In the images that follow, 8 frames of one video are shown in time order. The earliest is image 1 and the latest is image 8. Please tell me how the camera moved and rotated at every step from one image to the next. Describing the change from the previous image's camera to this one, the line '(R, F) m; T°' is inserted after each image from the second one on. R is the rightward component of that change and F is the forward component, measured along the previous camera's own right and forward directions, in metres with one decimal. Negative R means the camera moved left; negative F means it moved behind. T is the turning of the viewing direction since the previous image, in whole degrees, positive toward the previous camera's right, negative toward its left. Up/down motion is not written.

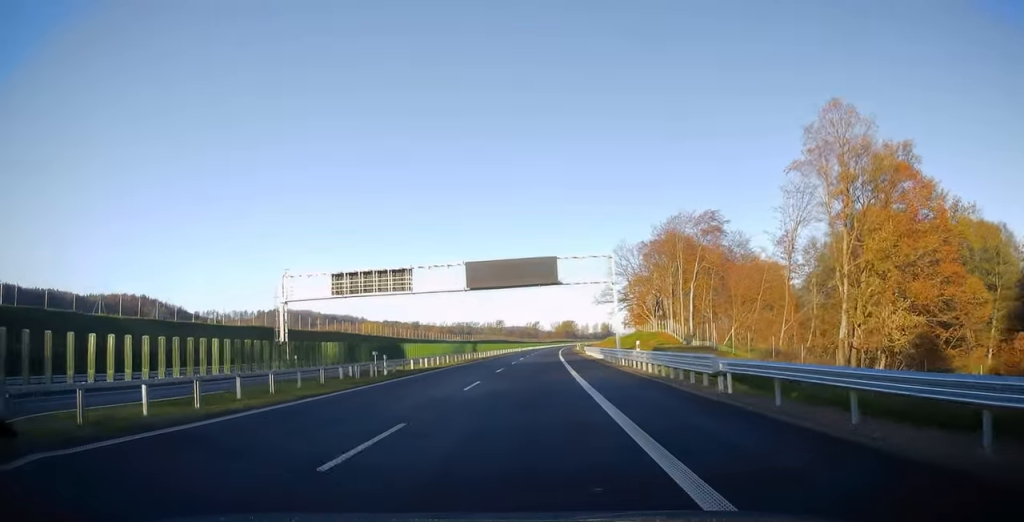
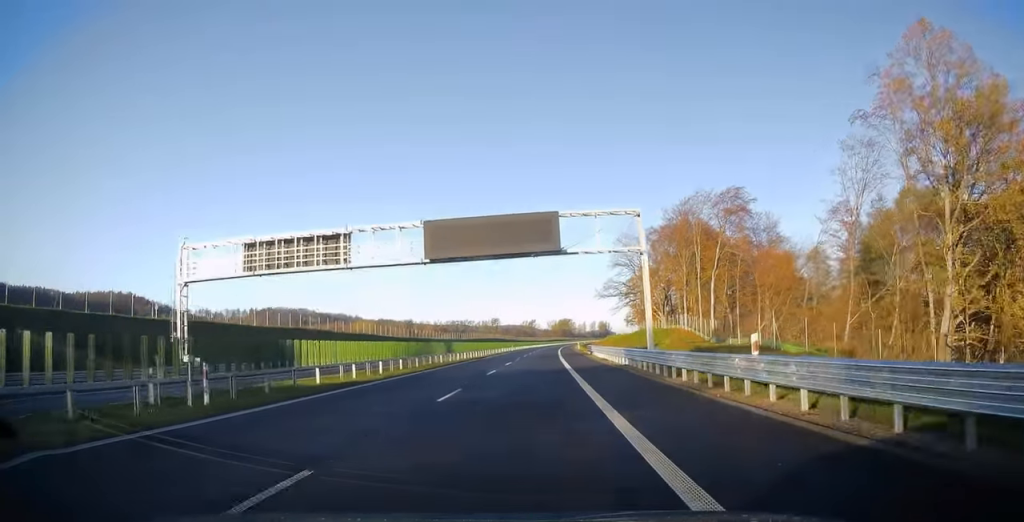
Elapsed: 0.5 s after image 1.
(0.0, +16.0) m; 0°
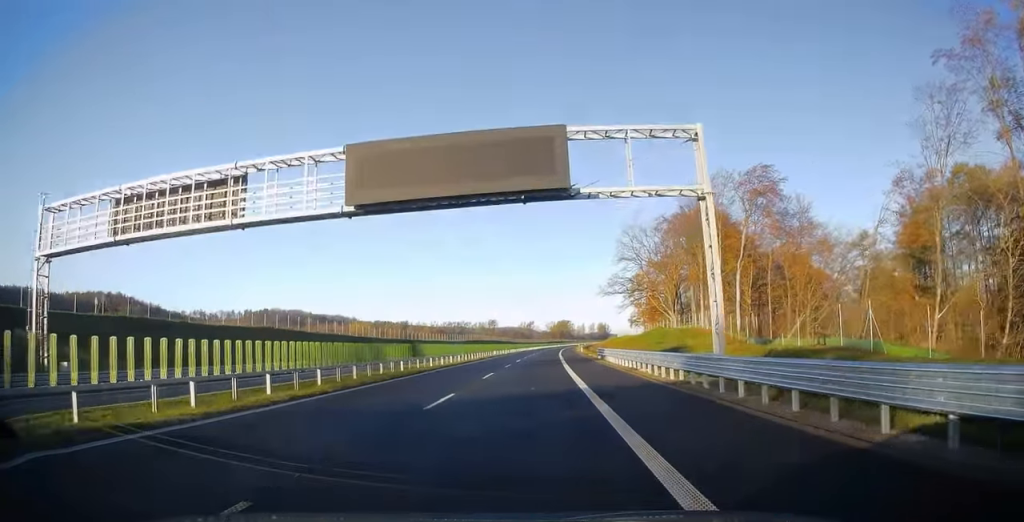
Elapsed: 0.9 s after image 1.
(0.0, +13.4) m; 0°
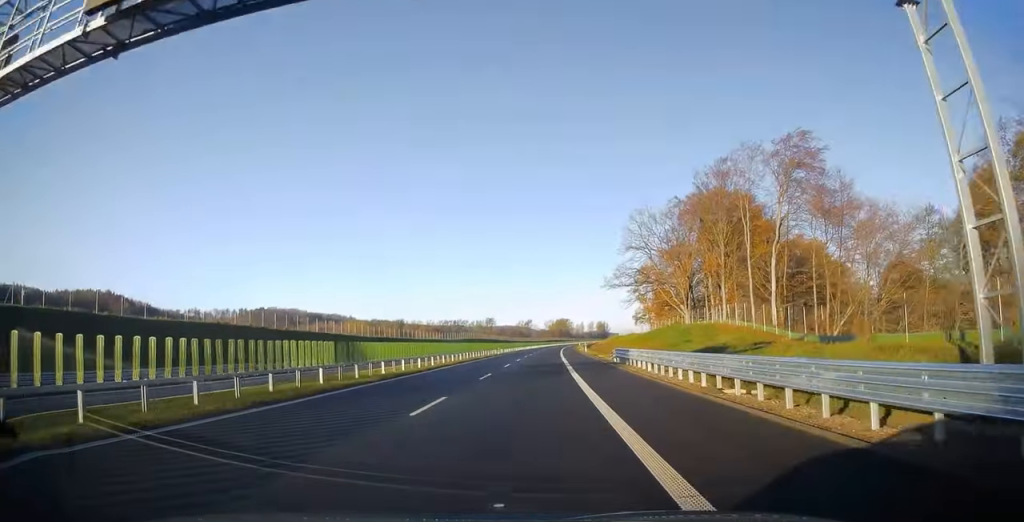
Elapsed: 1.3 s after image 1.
(-0.1, +13.4) m; 0°
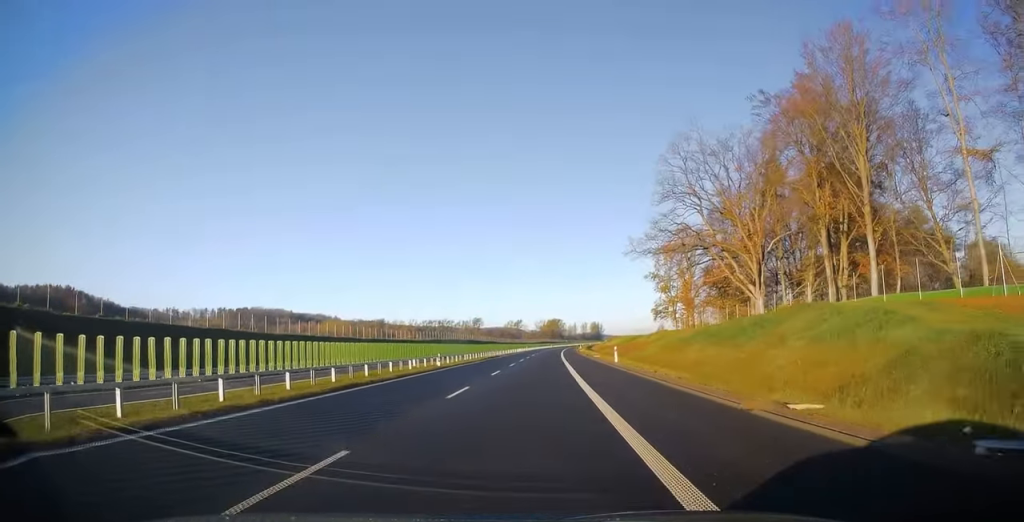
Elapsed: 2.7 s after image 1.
(+0.5, +43.8) m; +1°
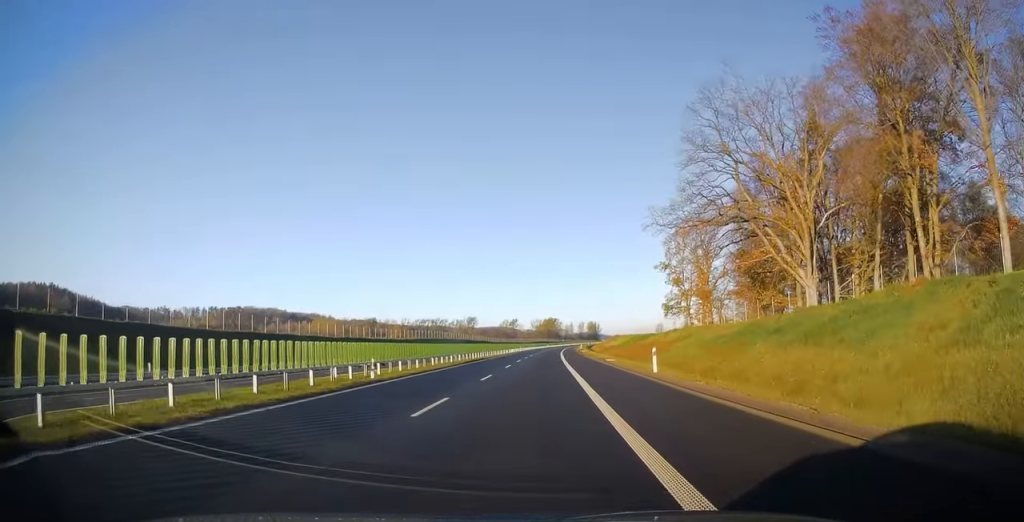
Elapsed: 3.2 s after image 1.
(0.0, +16.0) m; 0°
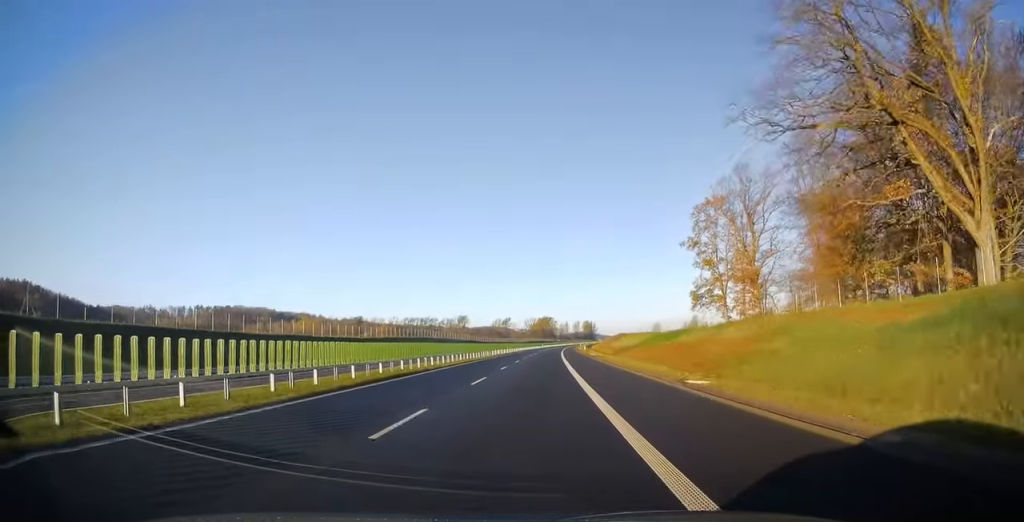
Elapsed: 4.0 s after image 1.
(0.0, +26.7) m; 0°
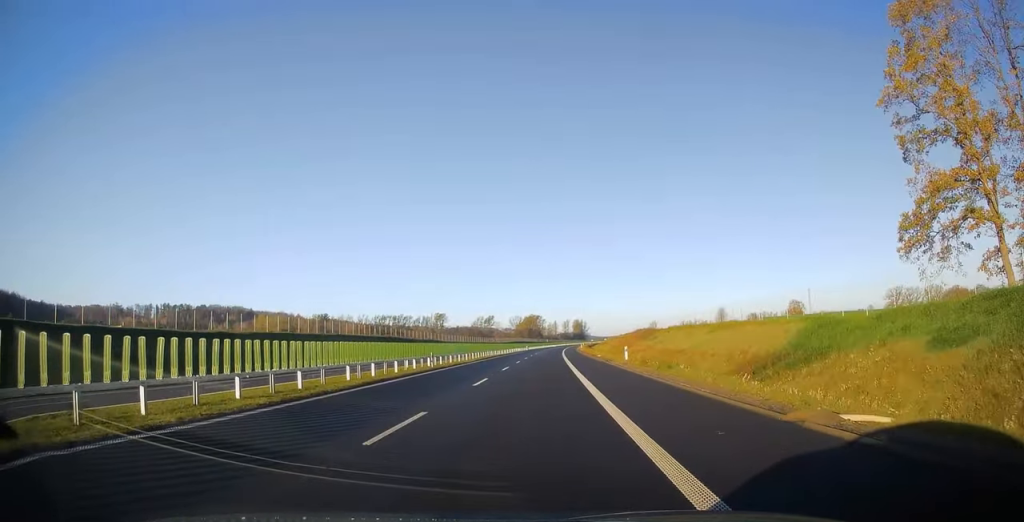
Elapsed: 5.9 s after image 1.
(+1.2, +60.2) m; +2°
